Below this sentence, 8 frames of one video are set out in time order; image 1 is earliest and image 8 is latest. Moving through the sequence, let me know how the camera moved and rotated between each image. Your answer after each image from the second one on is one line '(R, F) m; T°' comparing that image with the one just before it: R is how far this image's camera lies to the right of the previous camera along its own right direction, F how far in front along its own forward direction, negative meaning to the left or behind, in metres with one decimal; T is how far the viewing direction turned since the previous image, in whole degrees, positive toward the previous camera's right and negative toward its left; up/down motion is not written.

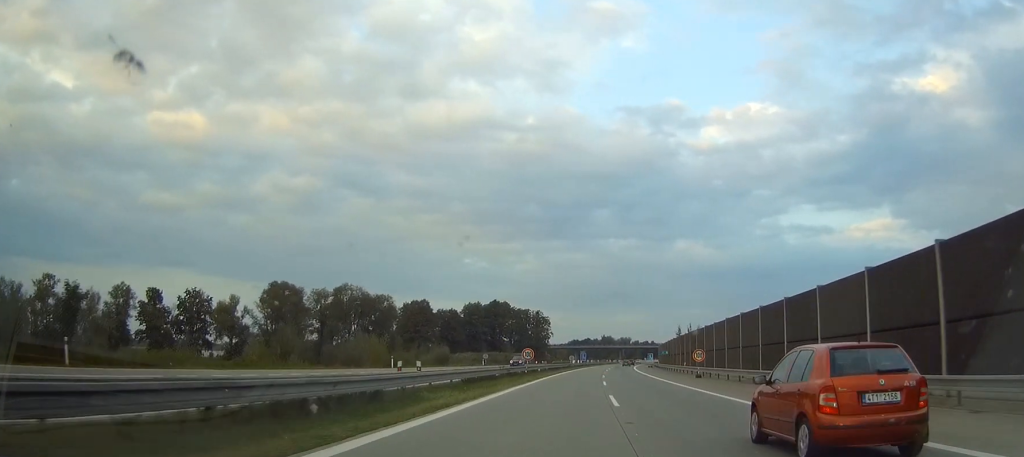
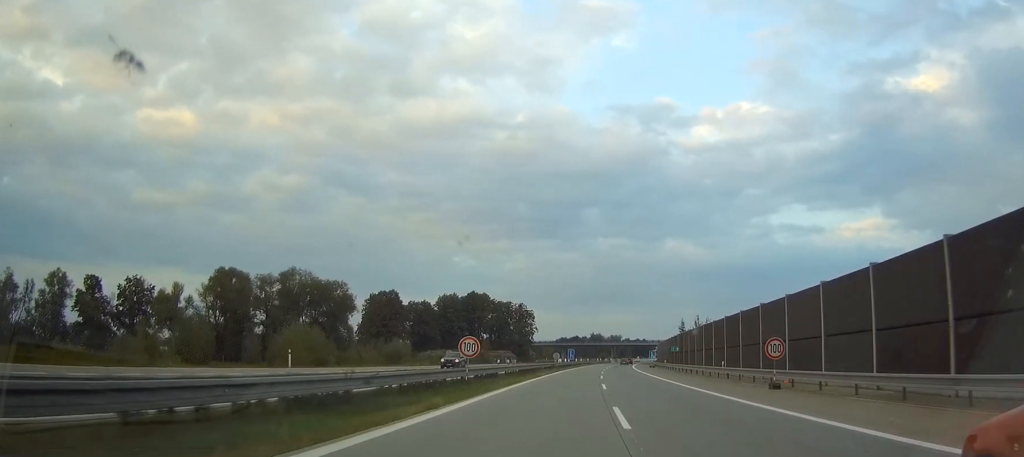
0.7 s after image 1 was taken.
(+0.2, +25.9) m; +1°
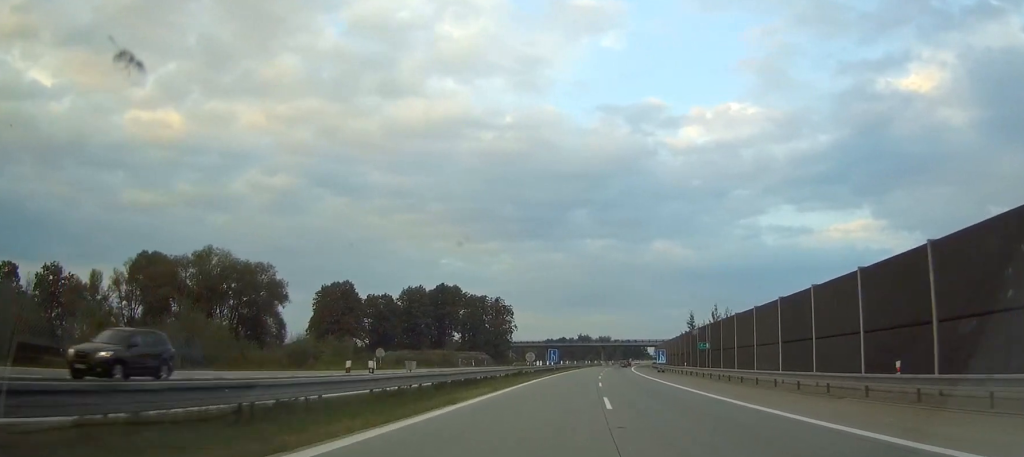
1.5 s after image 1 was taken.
(+0.3, +30.2) m; +1°
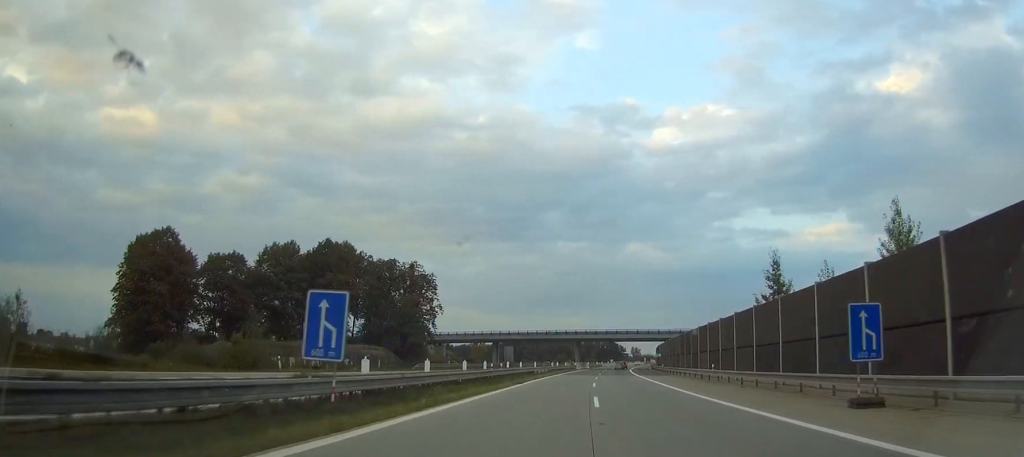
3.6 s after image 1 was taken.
(+1.5, +71.7) m; +2°
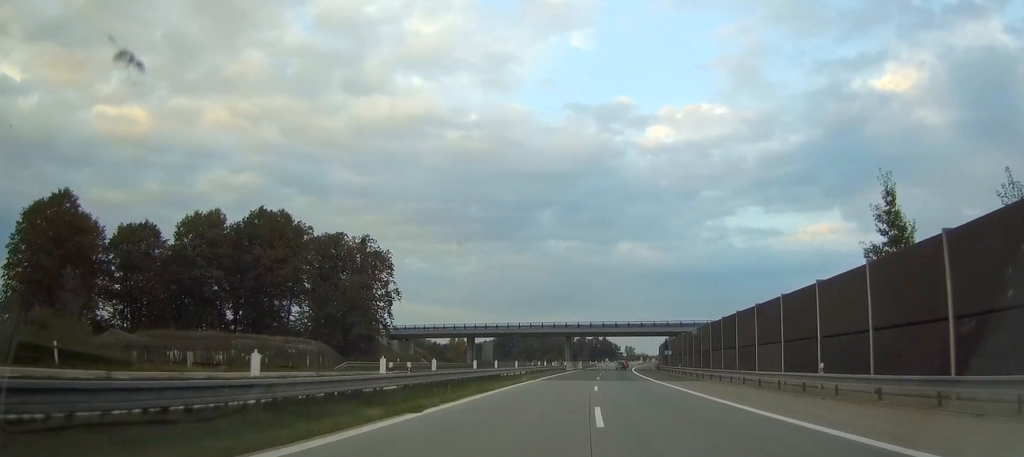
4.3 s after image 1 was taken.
(+0.2, +24.1) m; +1°
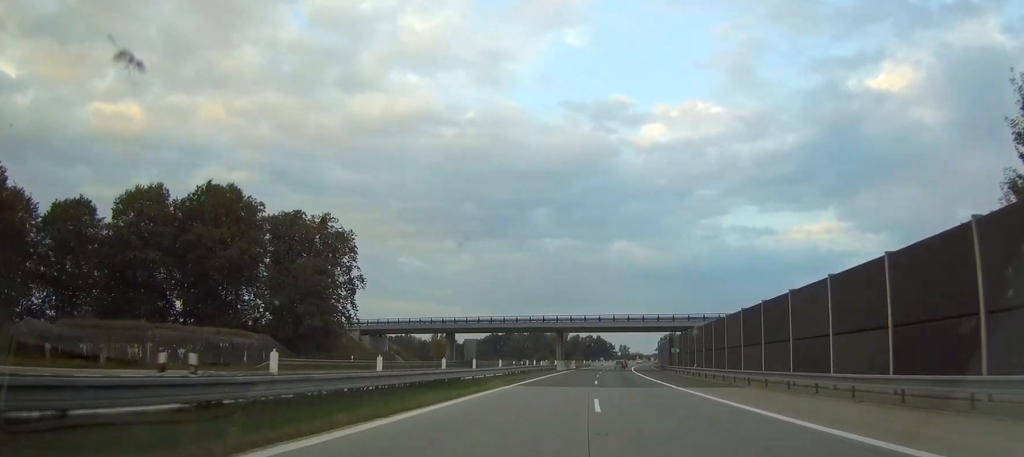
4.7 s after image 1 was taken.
(0.0, +13.8) m; 0°
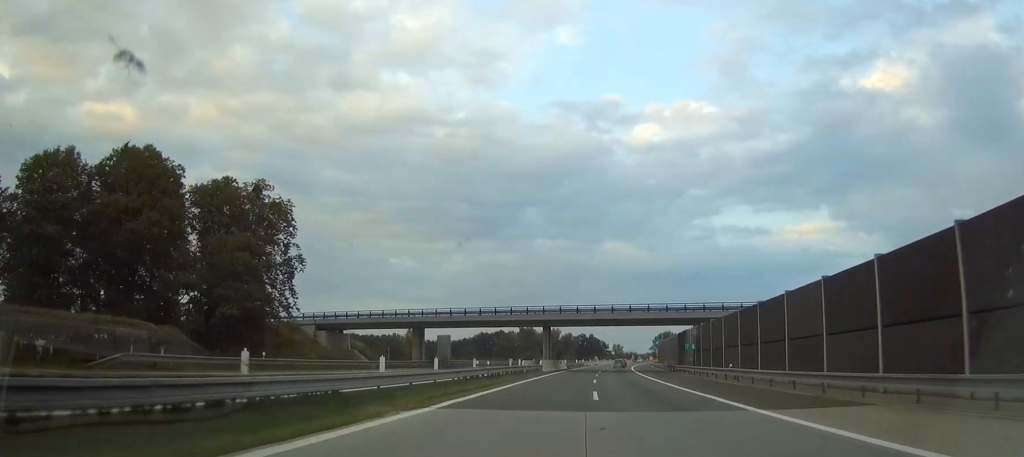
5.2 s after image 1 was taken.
(+0.1, +17.0) m; 0°
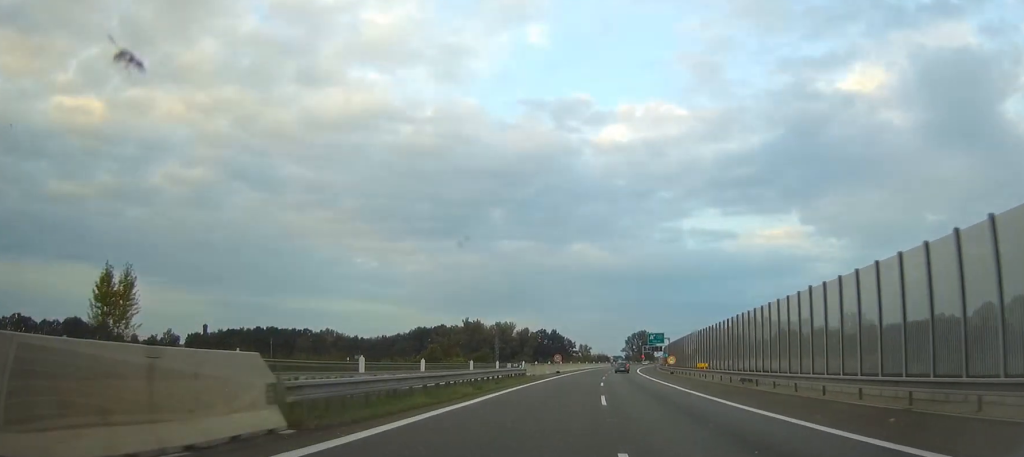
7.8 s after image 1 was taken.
(+1.3, +88.4) m; +2°
